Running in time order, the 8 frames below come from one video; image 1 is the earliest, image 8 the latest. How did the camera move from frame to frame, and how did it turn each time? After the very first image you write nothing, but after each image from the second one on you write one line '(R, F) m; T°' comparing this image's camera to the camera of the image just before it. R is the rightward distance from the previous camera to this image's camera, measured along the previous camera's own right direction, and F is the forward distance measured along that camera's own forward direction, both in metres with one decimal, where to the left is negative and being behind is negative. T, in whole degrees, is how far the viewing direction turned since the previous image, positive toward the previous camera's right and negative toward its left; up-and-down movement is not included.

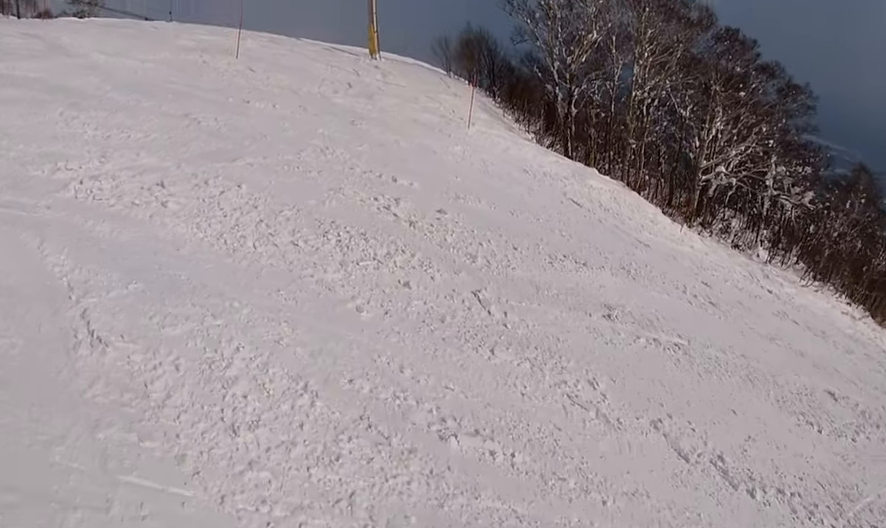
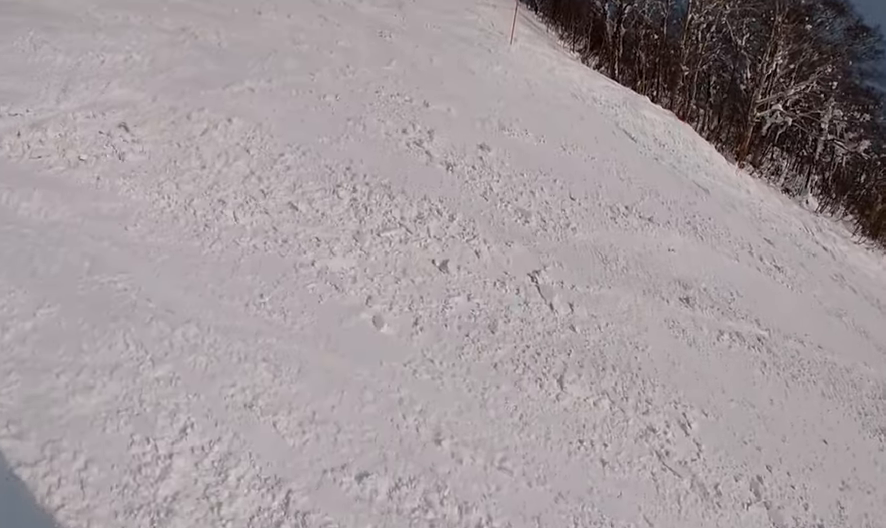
(-0.4, +1.1) m; +17°
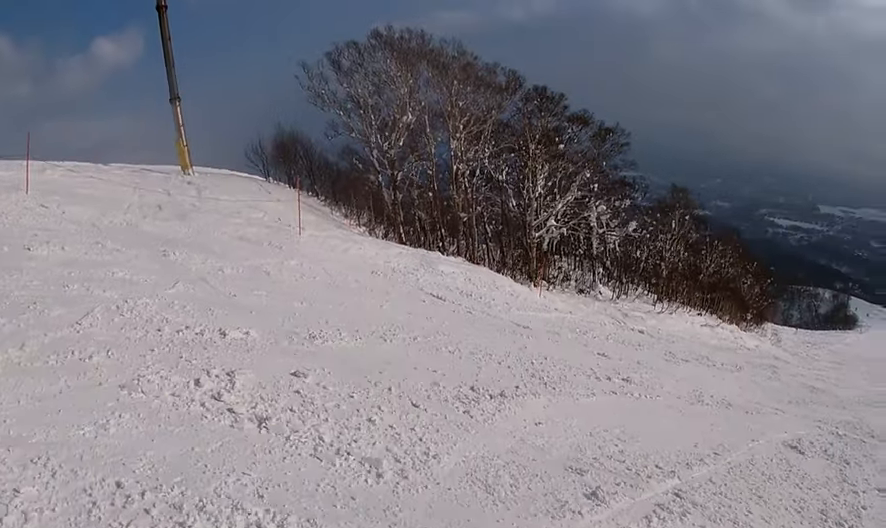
(+1.9, +1.8) m; +41°
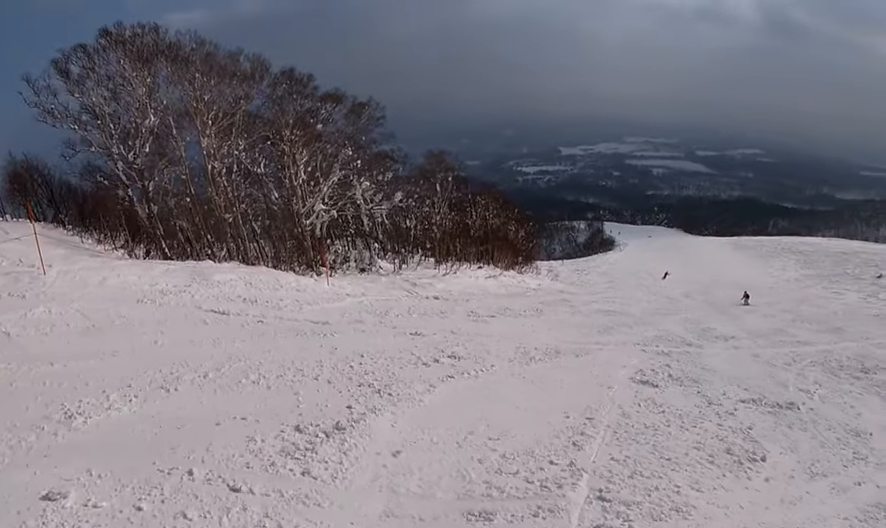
(+0.2, +2.4) m; +15°
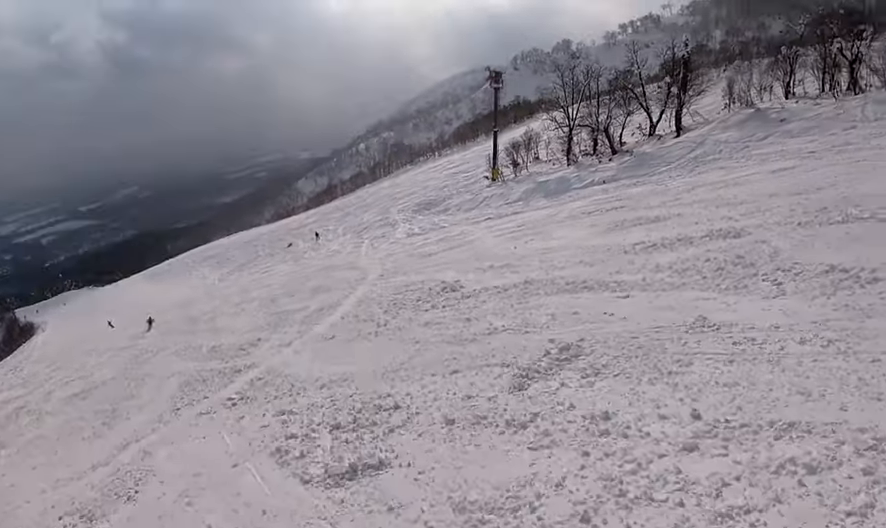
(+1.8, +5.2) m; +48°
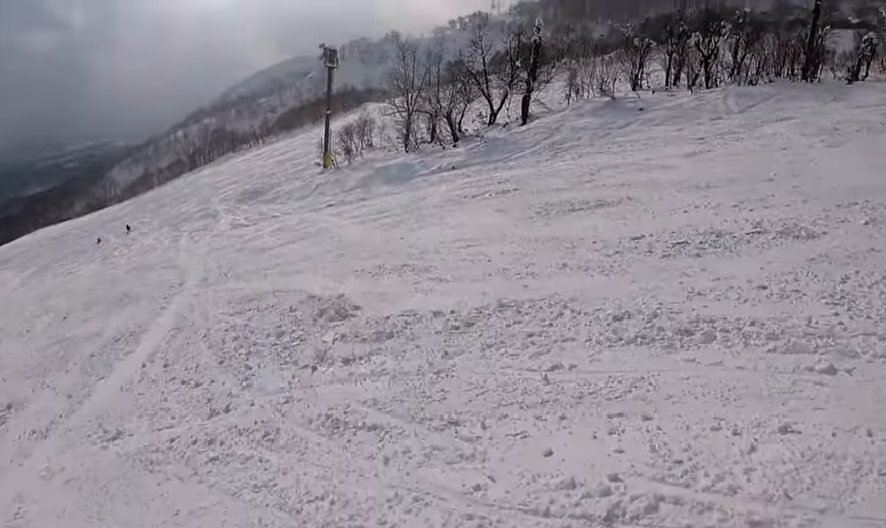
(+1.2, +4.1) m; +19°
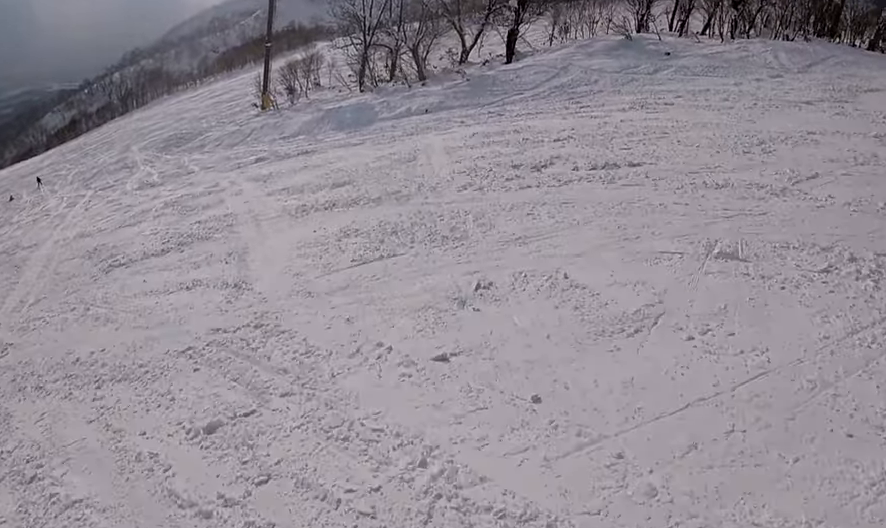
(+1.2, +7.8) m; +6°
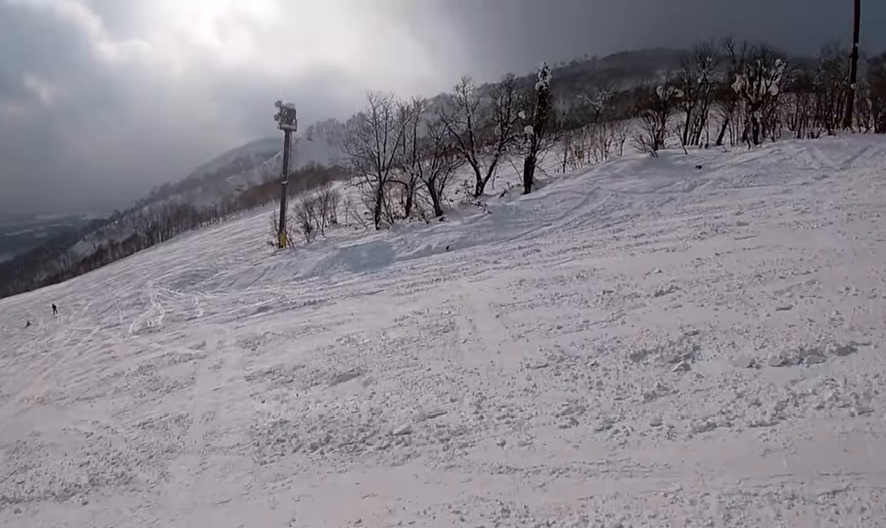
(-0.6, +3.7) m; -9°
